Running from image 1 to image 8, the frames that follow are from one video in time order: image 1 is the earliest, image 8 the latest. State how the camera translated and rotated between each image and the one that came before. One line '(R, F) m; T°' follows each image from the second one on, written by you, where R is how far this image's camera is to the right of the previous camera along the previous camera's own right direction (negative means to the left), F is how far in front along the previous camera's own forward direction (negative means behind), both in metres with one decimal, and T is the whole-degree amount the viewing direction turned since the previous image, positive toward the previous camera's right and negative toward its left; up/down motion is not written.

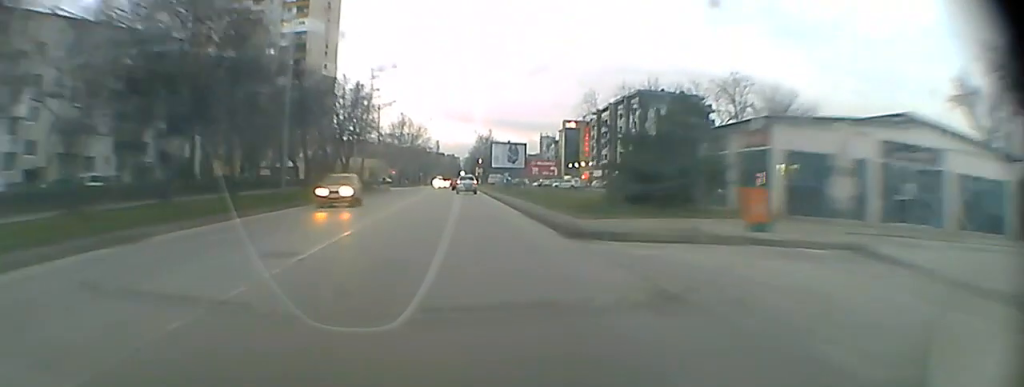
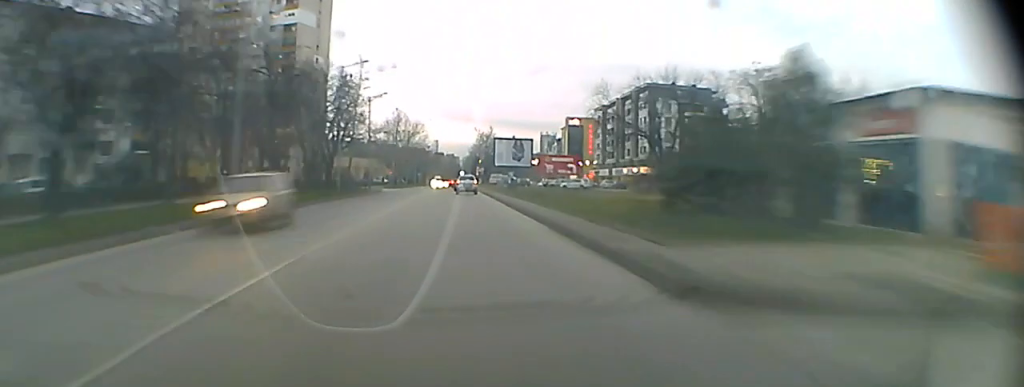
(0.0, +7.3) m; 0°
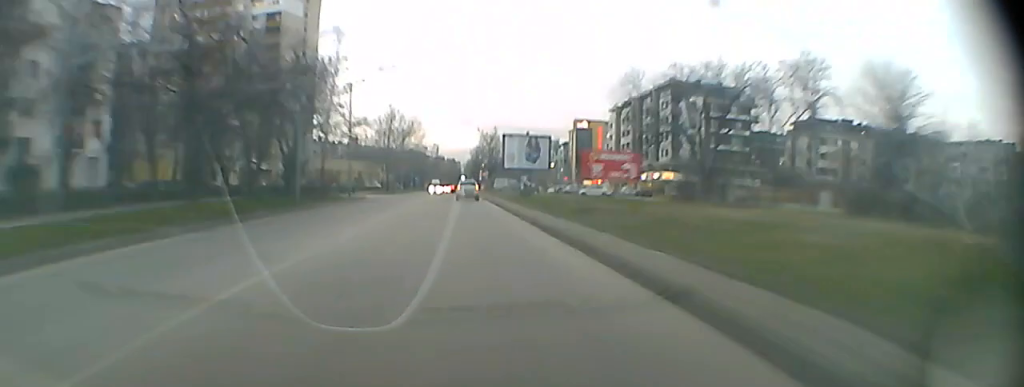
(0.0, +15.5) m; 0°
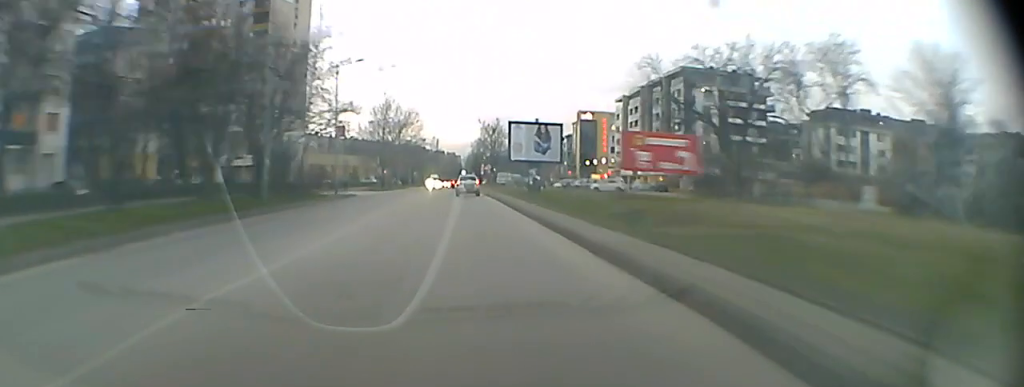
(0.0, +7.4) m; 0°
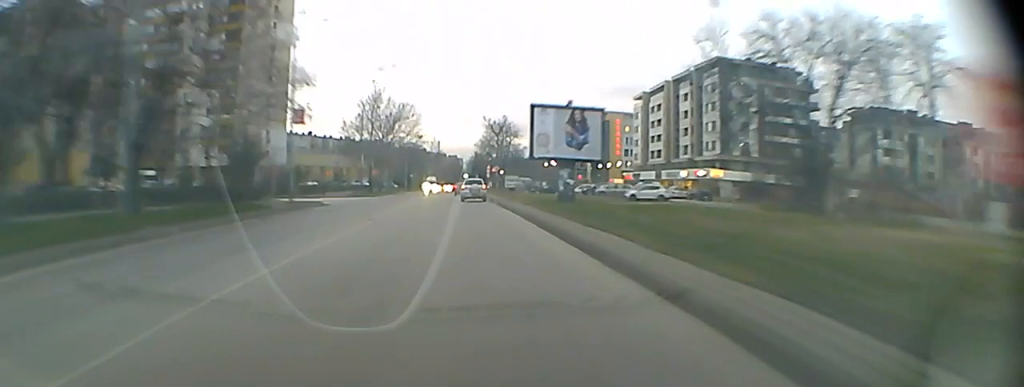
(0.0, +17.4) m; 0°
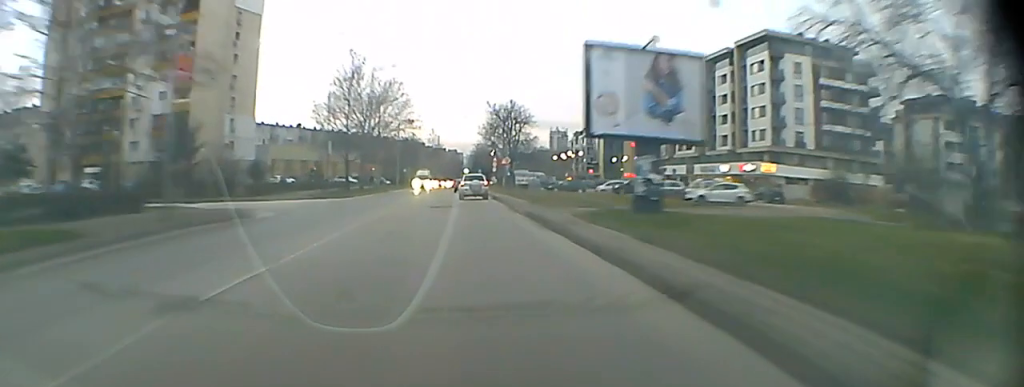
(0.0, +17.2) m; 0°
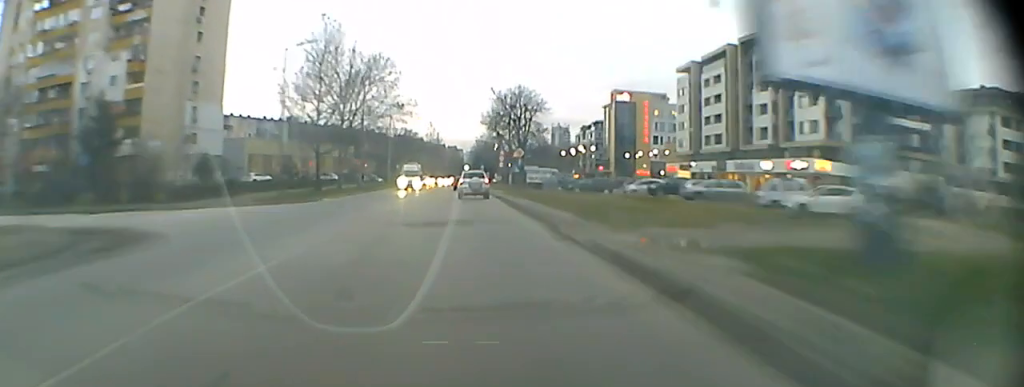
(0.0, +14.4) m; 0°
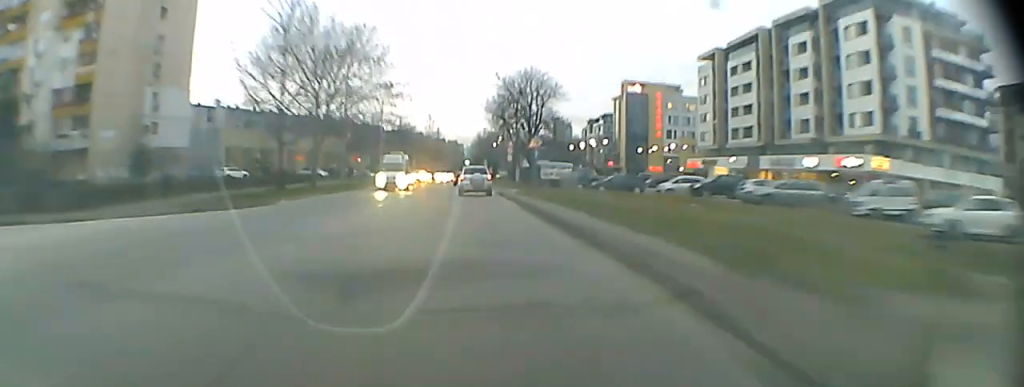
(0.0, +10.9) m; 0°
